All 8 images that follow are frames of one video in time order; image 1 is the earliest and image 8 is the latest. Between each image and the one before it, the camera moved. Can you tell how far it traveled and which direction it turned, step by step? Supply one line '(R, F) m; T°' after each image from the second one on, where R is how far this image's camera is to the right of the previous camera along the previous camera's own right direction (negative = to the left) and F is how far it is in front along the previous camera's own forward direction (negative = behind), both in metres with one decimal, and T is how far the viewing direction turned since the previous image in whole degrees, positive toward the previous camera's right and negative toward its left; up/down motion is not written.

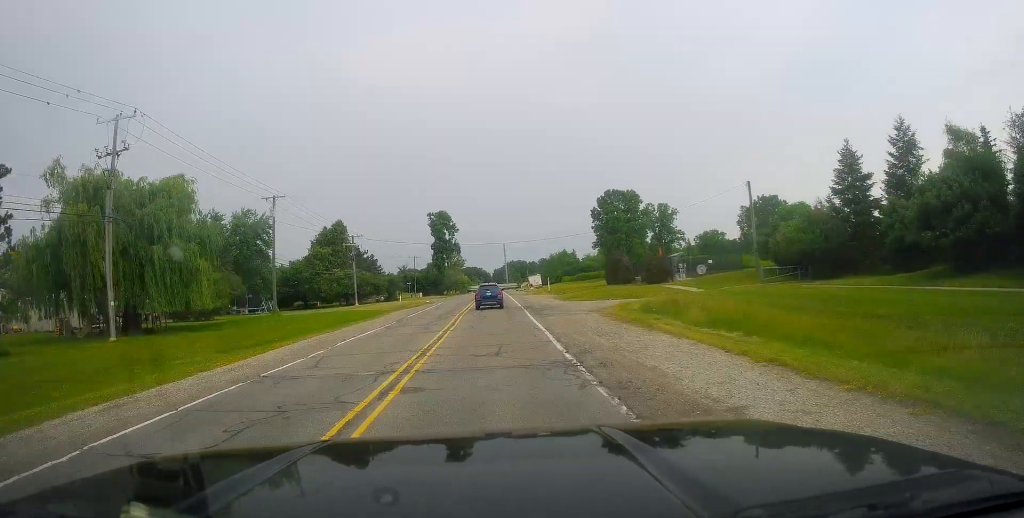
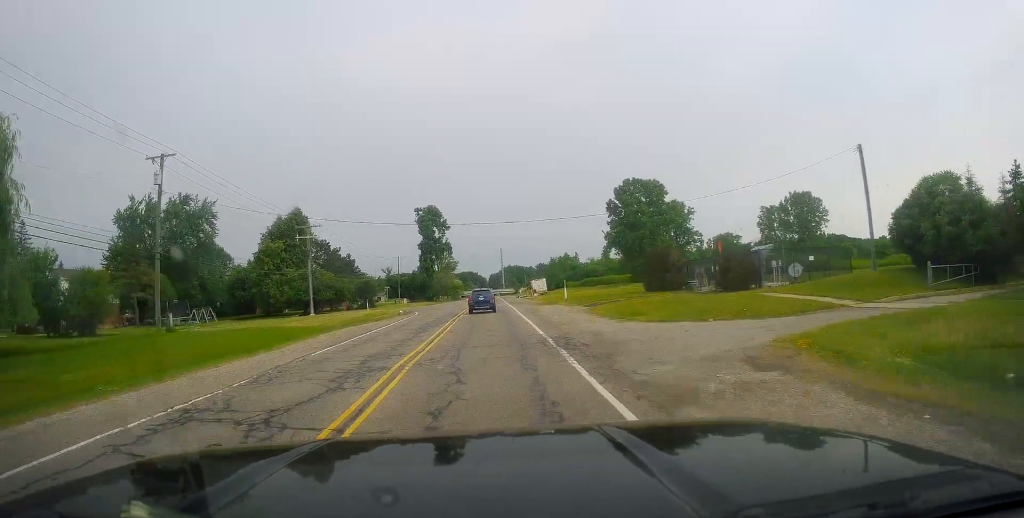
(-0.6, +20.1) m; -1°
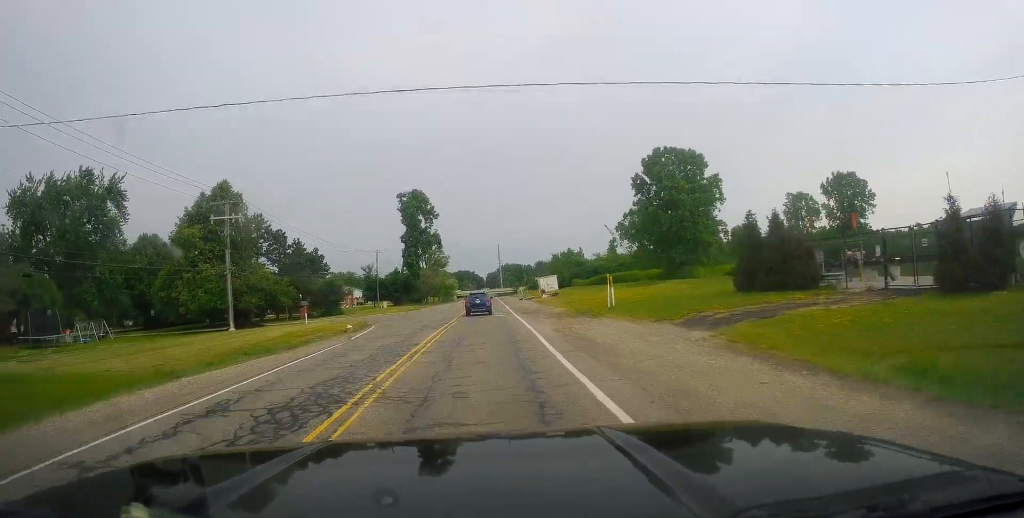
(+0.5, +21.3) m; +2°
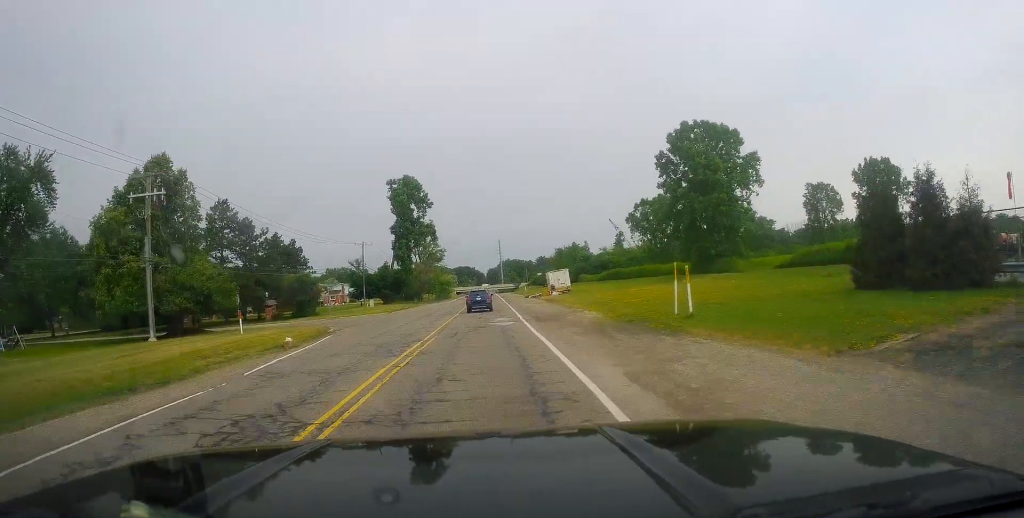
(+0.1, +12.2) m; 0°
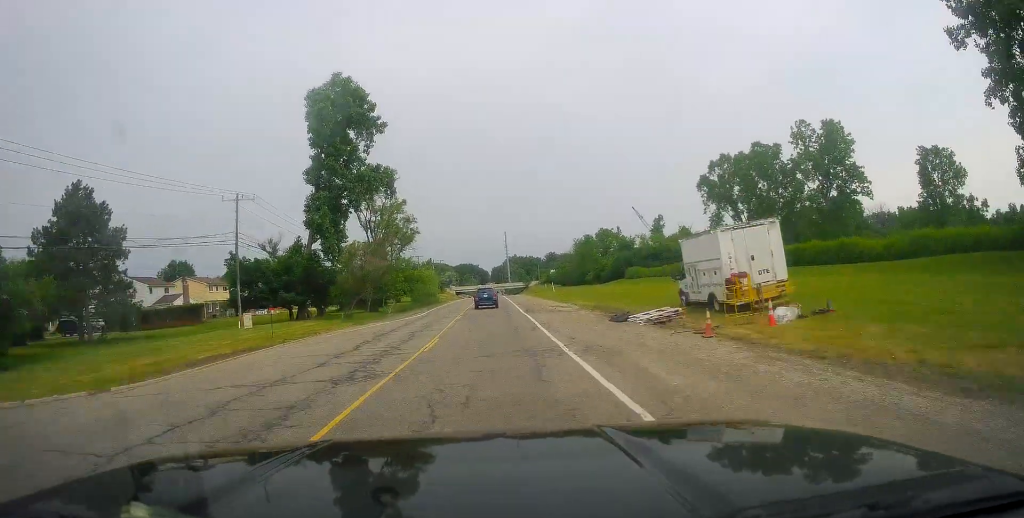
(-0.7, +50.1) m; -2°
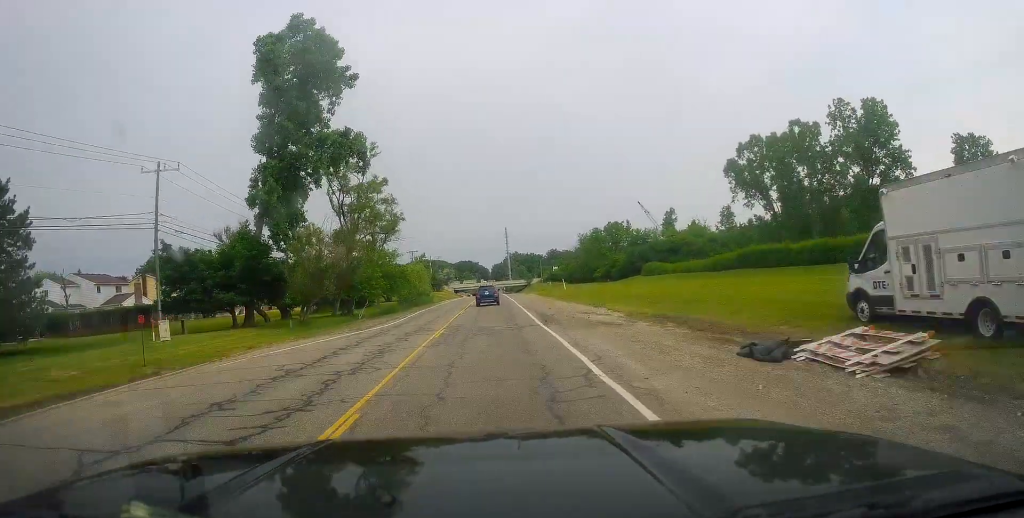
(-0.5, +12.3) m; 0°
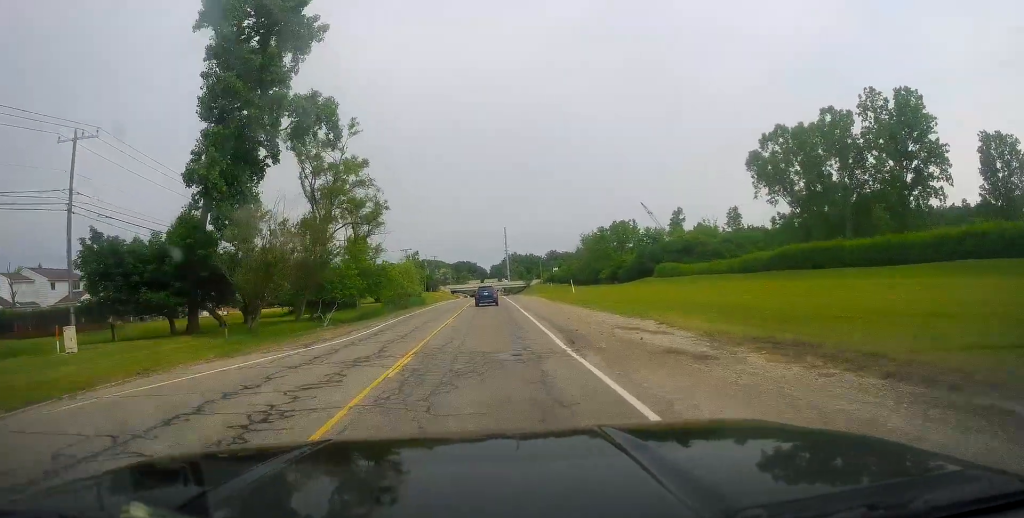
(+0.3, +8.6) m; +1°
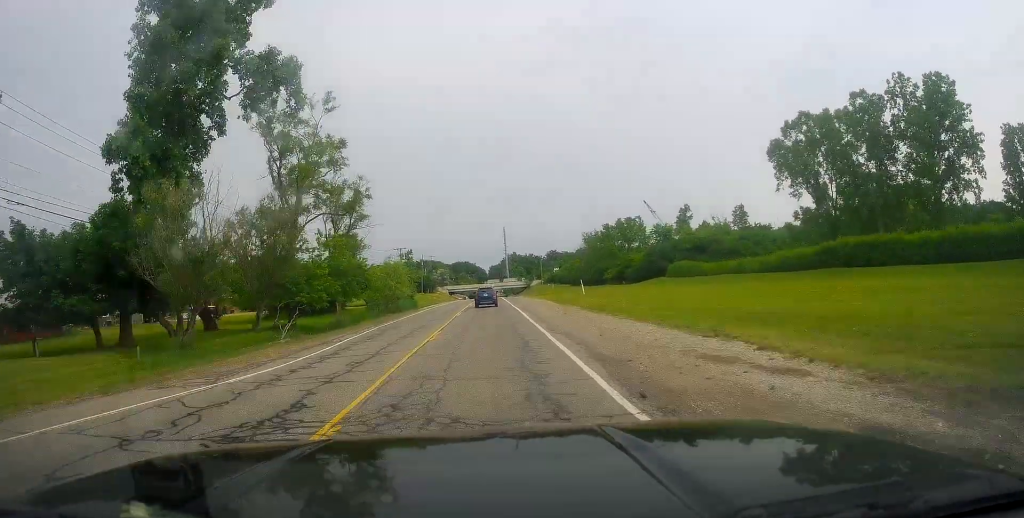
(+0.2, +7.4) m; +1°
